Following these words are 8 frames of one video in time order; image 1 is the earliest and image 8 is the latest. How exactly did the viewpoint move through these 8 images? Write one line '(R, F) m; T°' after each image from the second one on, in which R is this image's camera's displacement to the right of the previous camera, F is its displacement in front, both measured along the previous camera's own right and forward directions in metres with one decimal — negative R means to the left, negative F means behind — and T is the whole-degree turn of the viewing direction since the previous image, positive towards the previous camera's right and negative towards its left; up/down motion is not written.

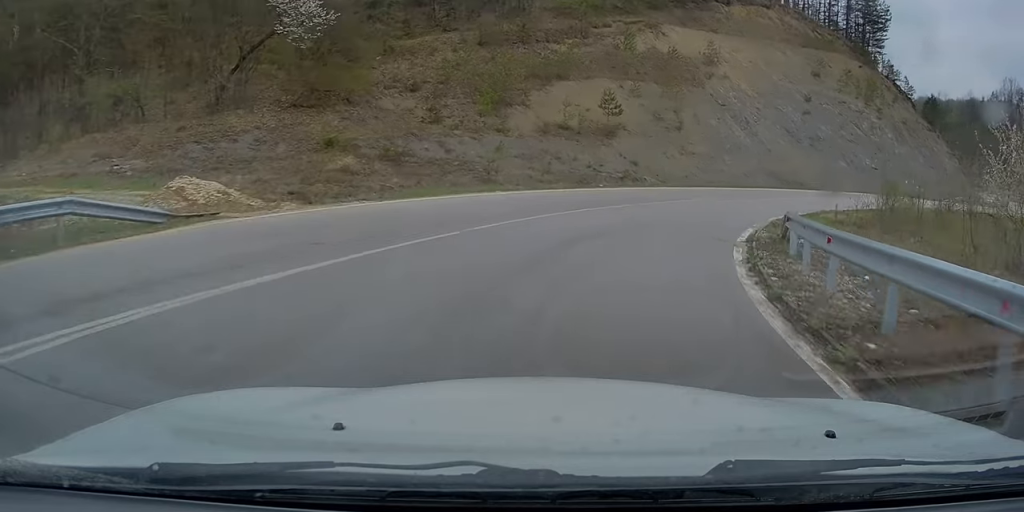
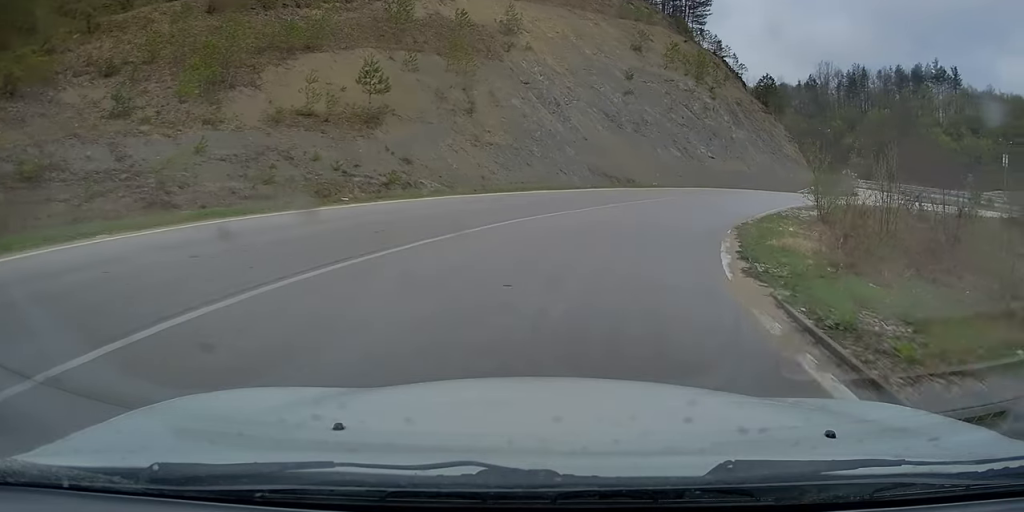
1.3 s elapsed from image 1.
(+2.3, +13.3) m; +18°
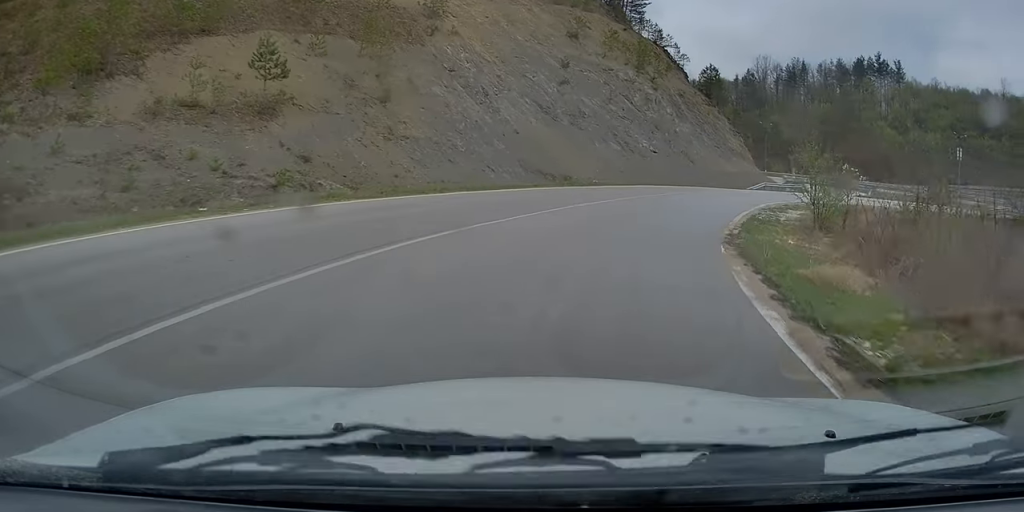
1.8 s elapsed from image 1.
(0.0, +4.8) m; +6°
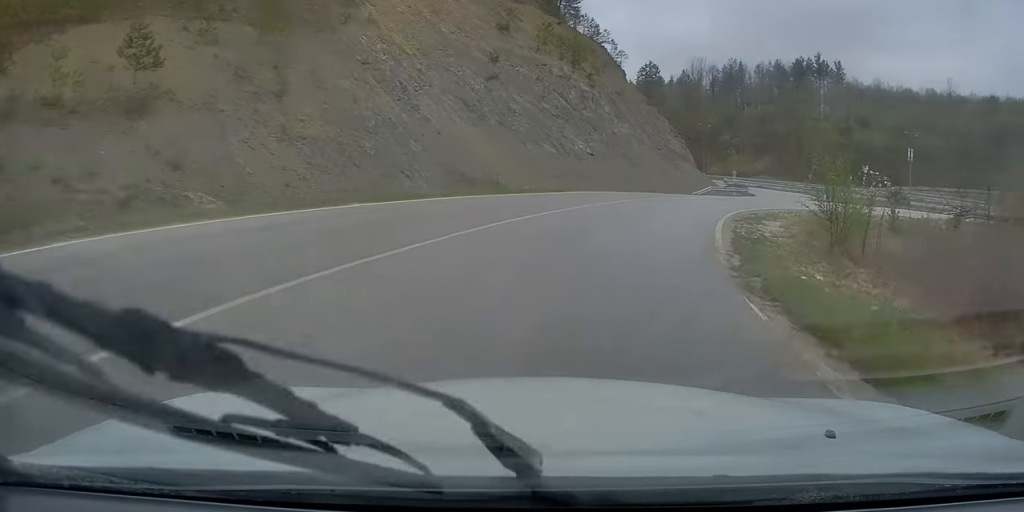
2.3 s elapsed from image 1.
(+0.5, +4.8) m; +6°
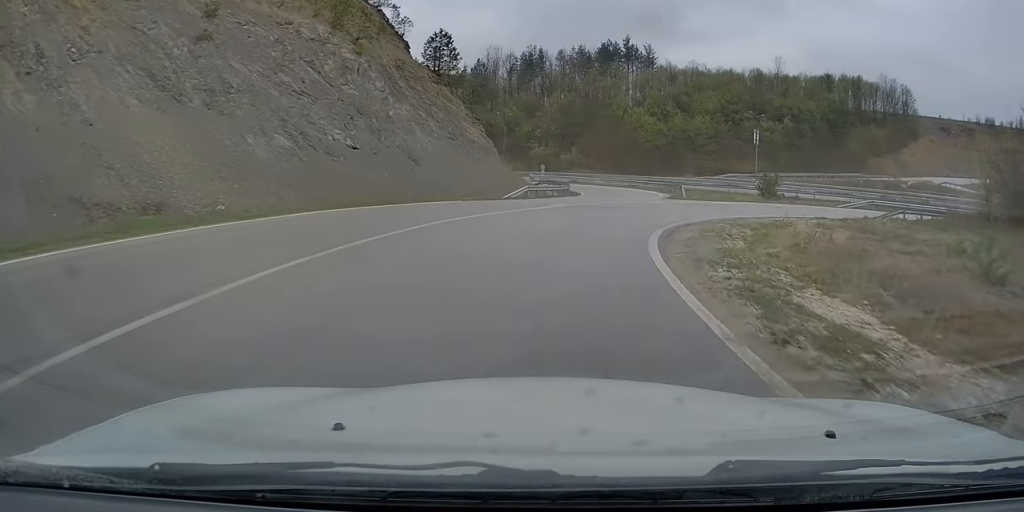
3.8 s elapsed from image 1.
(+2.2, +15.9) m; +15°
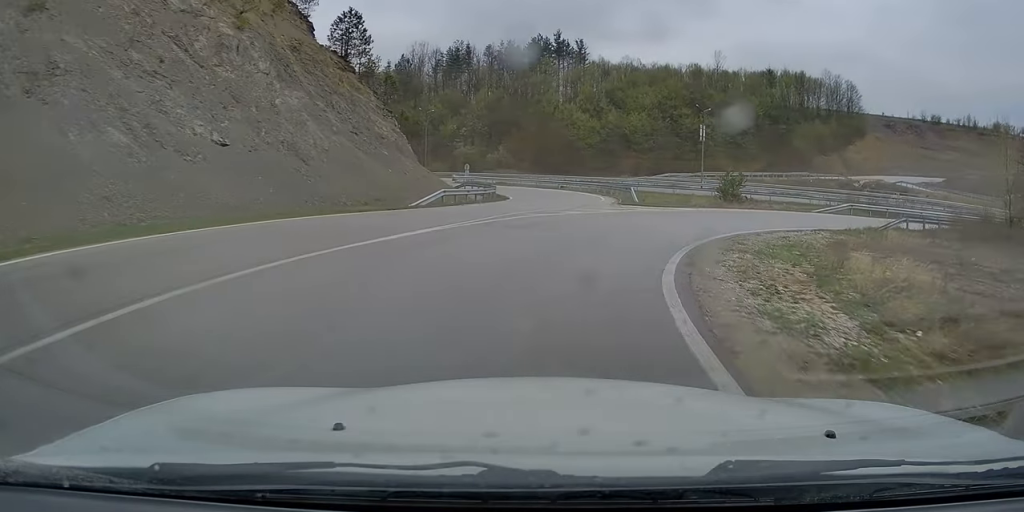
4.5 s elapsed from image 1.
(+0.5, +7.5) m; +10°
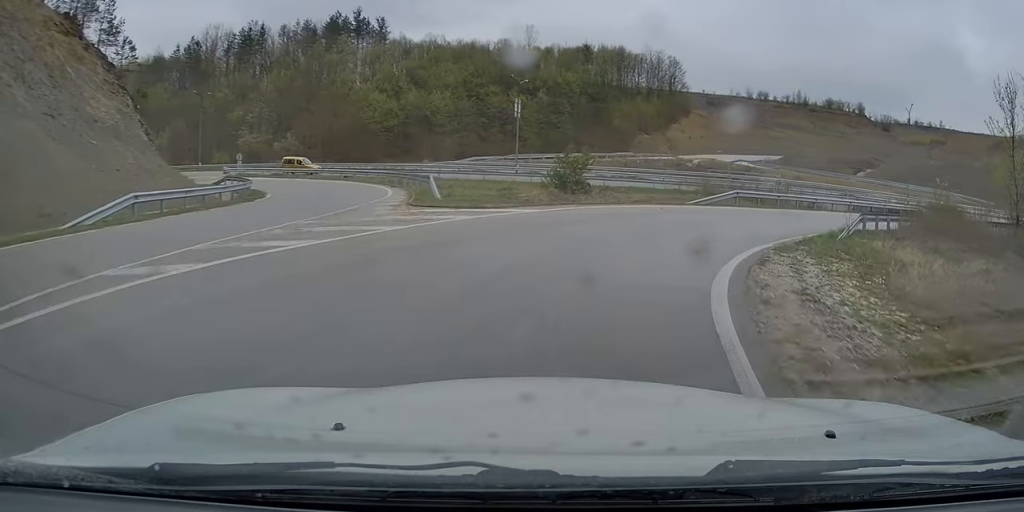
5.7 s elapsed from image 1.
(+1.9, +11.7) m; +18°
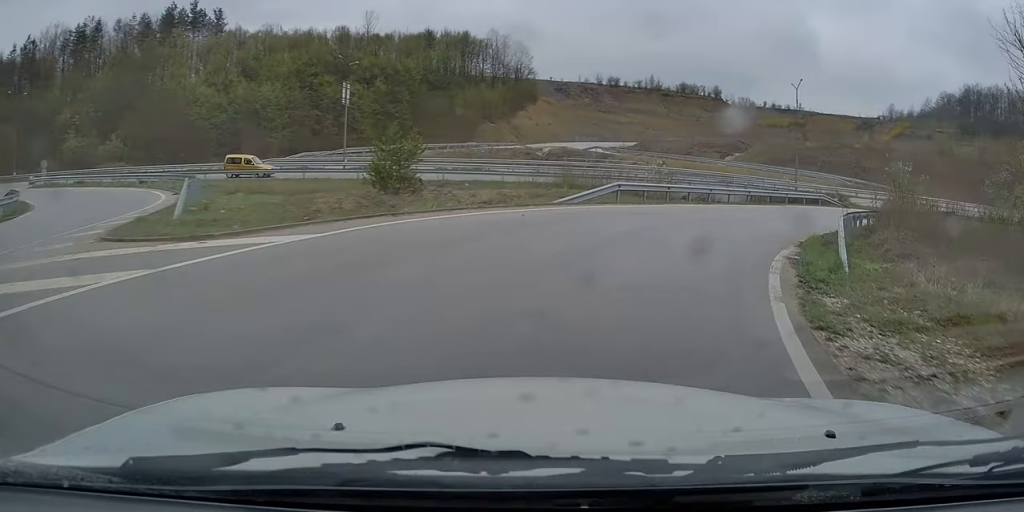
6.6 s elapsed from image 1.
(+0.9, +8.1) m; +13°
